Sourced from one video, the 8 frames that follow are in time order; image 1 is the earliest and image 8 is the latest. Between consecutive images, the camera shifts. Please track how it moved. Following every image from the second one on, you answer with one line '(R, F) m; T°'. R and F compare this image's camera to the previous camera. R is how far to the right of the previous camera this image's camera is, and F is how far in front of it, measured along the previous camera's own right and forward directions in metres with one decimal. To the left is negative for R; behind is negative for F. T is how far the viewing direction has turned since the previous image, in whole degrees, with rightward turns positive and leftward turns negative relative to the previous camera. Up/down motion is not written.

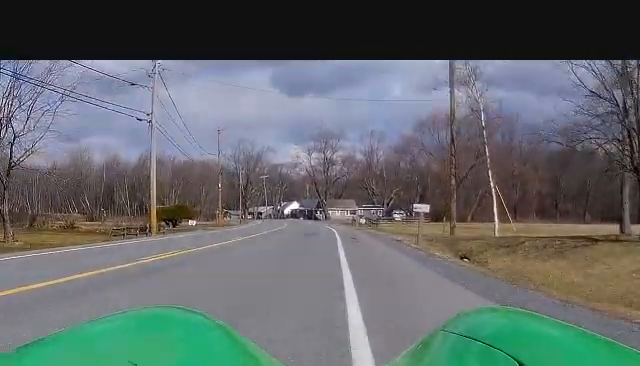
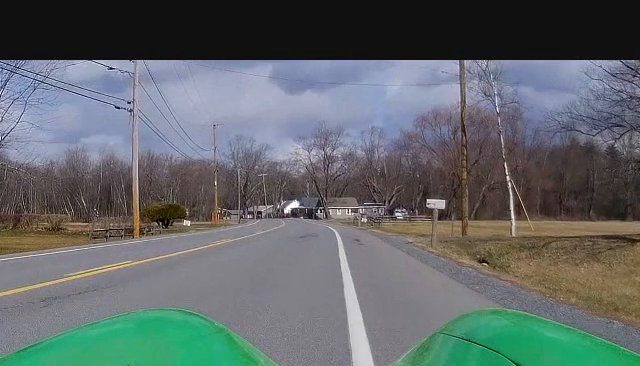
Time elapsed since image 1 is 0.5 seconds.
(0.0, +3.3) m; 0°
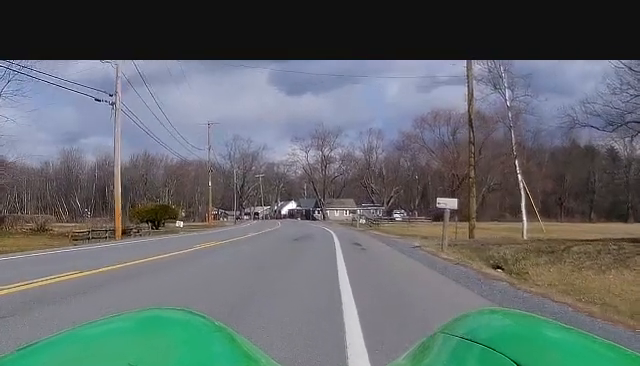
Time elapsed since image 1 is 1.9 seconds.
(0.0, +9.1) m; 0°
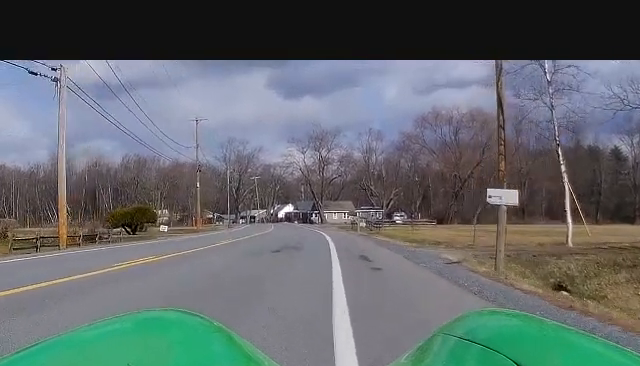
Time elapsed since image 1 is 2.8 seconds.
(0.0, +6.1) m; +1°
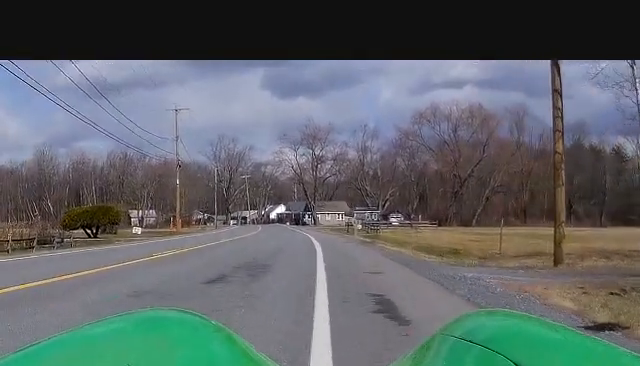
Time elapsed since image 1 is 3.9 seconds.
(+0.1, +7.6) m; -2°
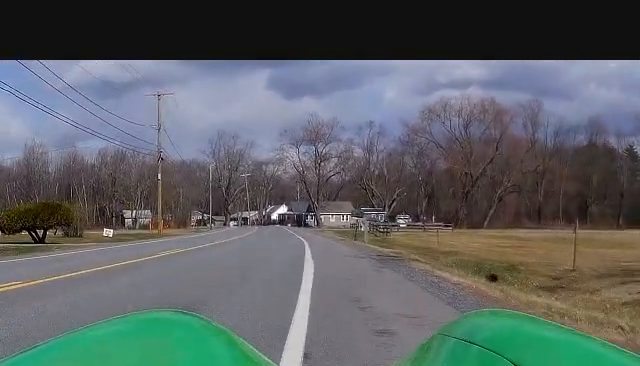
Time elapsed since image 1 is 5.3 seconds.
(-0.2, +9.9) m; +1°
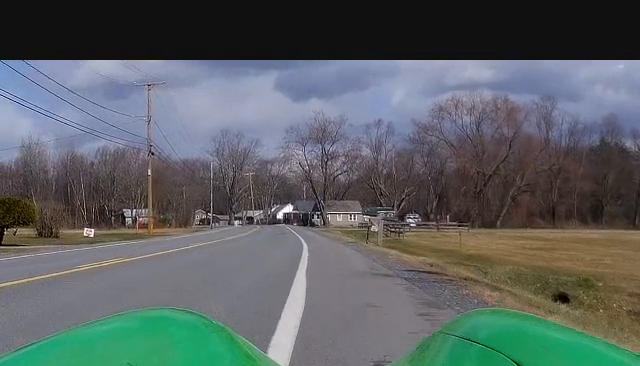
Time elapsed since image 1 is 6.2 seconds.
(+0.2, +6.3) m; +1°
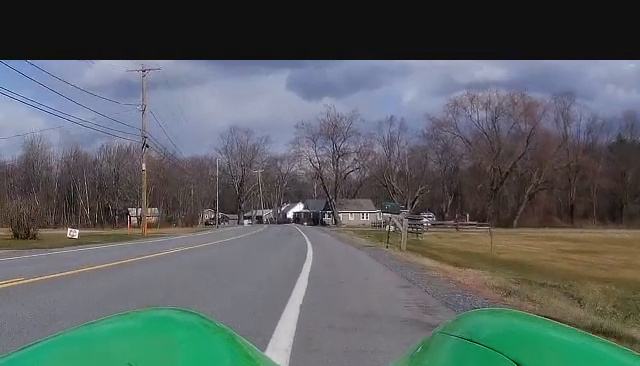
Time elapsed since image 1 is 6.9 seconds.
(0.0, +5.6) m; -2°
